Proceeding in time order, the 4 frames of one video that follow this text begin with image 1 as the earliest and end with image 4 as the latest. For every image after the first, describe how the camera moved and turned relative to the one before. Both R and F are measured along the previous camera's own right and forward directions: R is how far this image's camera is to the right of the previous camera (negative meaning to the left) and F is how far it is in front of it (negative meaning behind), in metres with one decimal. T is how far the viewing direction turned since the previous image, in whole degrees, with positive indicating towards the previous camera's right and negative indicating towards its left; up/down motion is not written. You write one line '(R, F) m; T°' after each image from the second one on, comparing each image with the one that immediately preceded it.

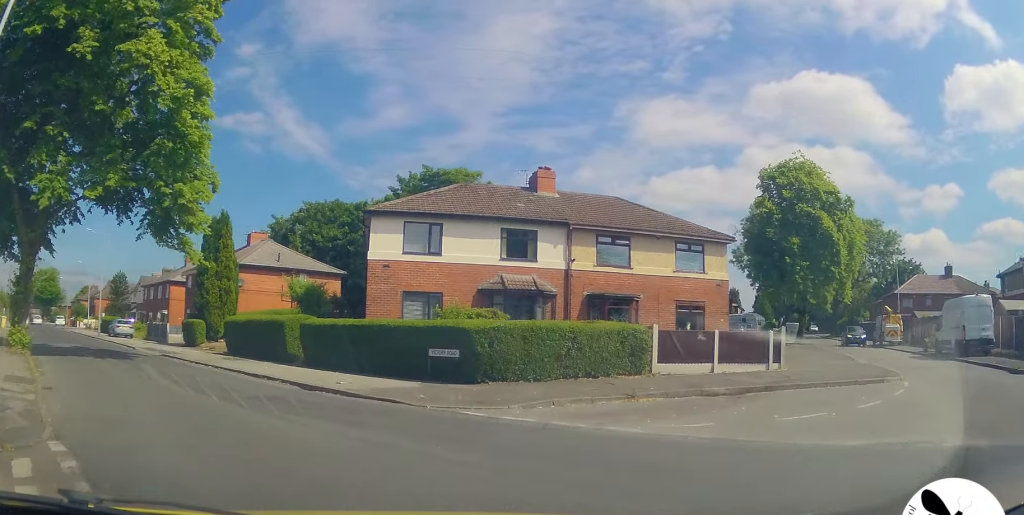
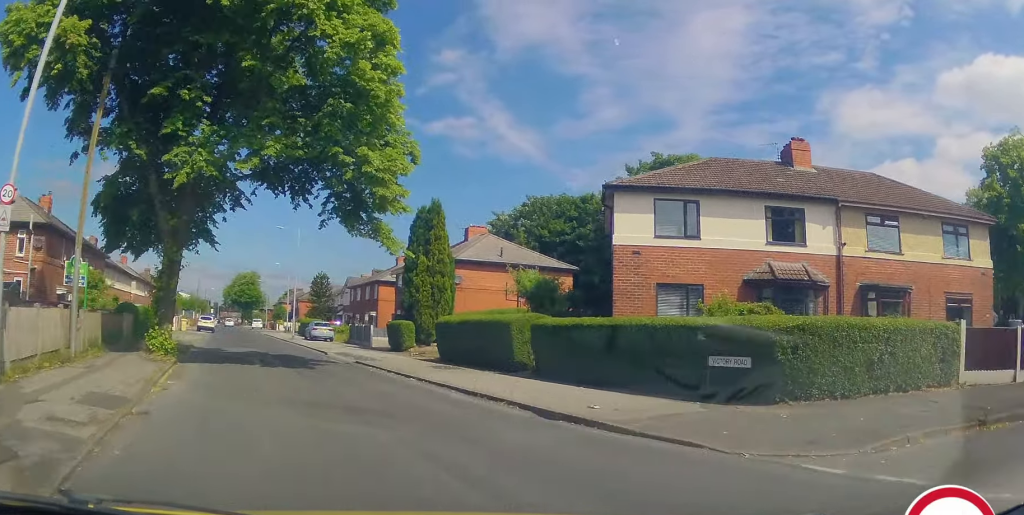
(-0.2, +3.5) m; -7°
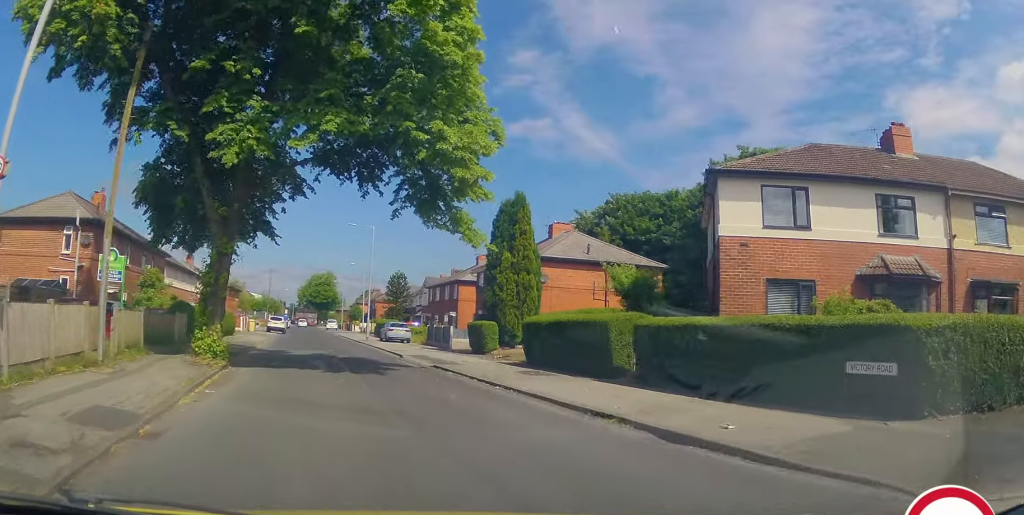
(+0.1, +1.7) m; -6°
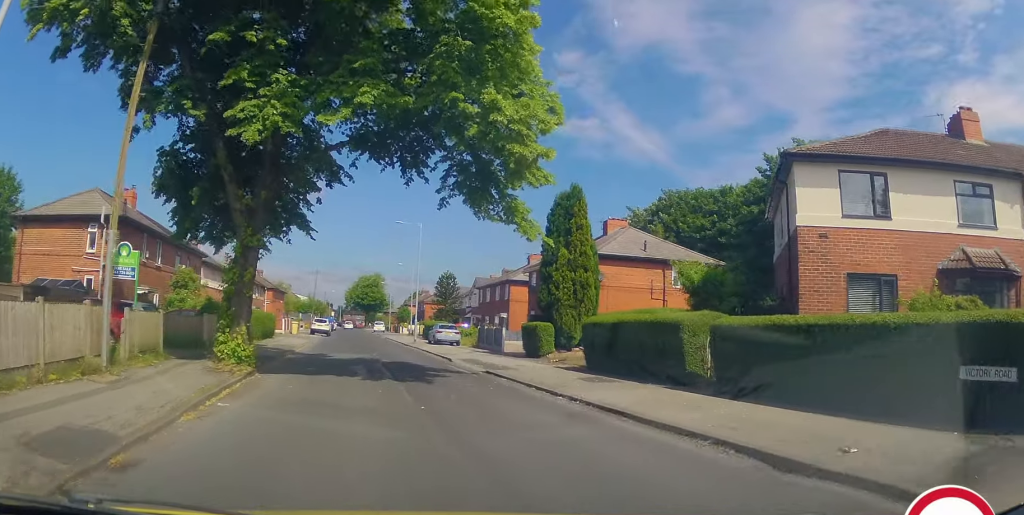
(-0.2, +1.6) m; -5°
